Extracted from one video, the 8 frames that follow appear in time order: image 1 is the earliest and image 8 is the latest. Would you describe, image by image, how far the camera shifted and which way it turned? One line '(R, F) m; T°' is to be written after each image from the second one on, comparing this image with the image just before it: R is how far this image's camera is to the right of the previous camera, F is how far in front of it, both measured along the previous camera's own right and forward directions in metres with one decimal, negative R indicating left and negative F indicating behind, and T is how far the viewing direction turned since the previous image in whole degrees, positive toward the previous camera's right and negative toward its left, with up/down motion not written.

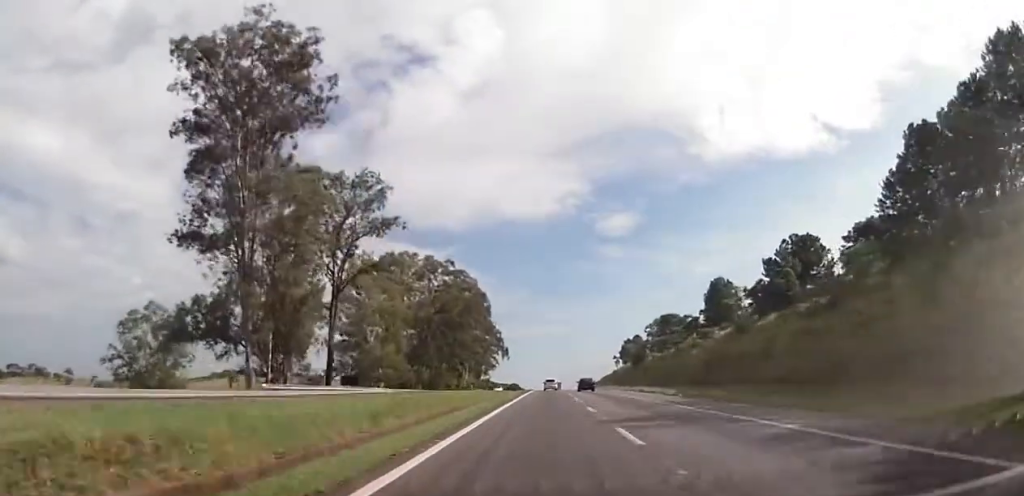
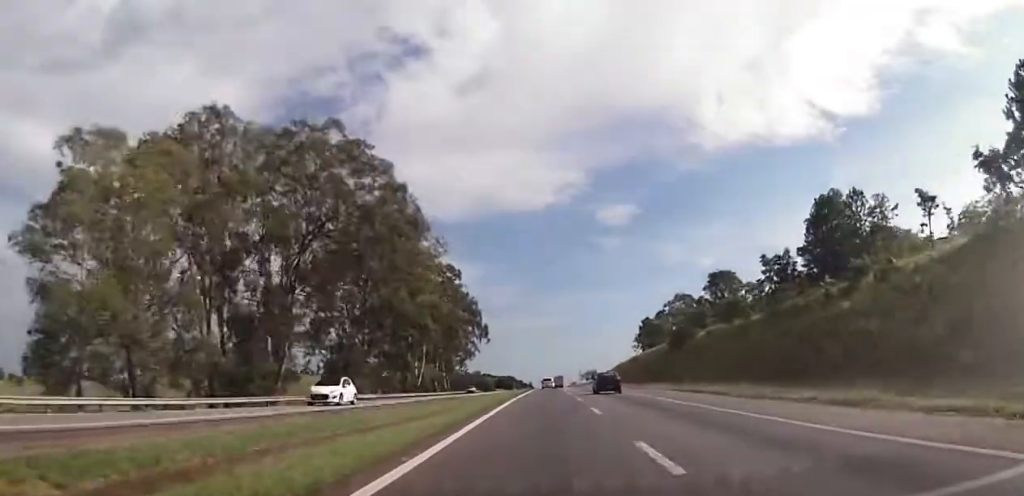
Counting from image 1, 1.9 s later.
(-0.1, +63.7) m; 0°
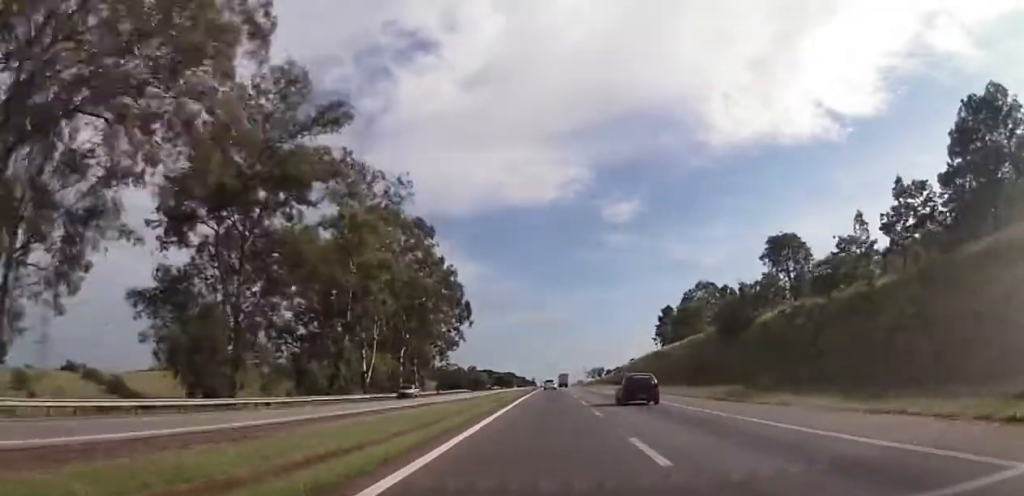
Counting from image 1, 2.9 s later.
(+0.5, +36.2) m; -1°
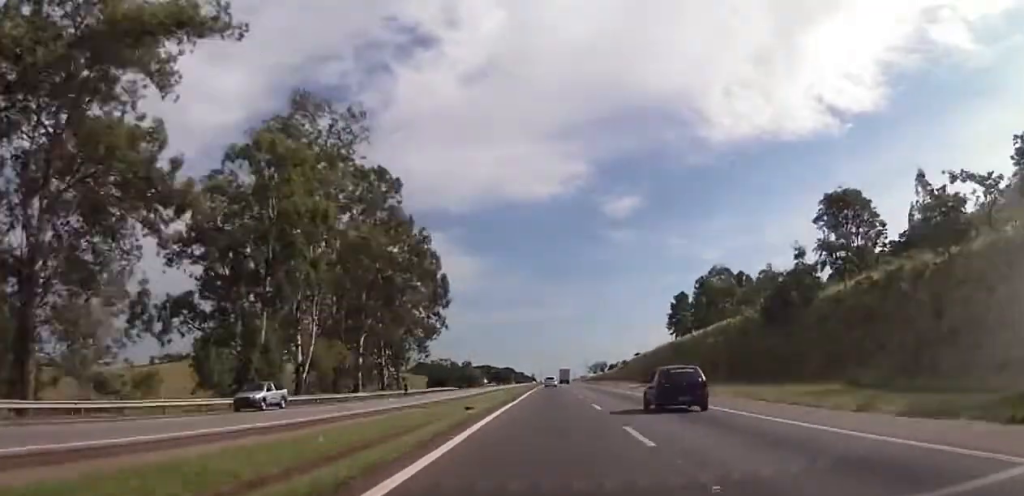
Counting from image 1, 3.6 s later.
(-0.7, +22.6) m; -1°
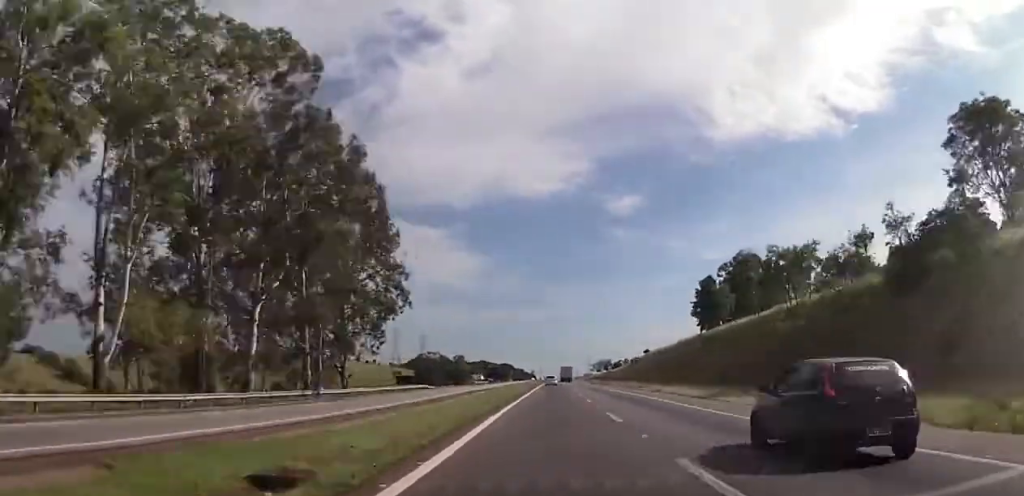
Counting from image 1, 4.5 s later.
(-0.3, +30.6) m; 0°
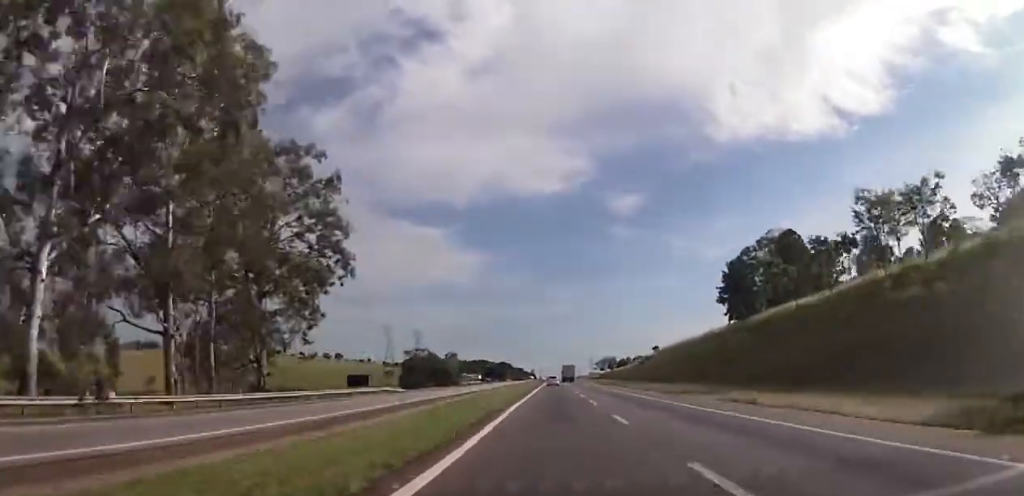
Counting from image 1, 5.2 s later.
(+0.4, +24.9) m; +1°
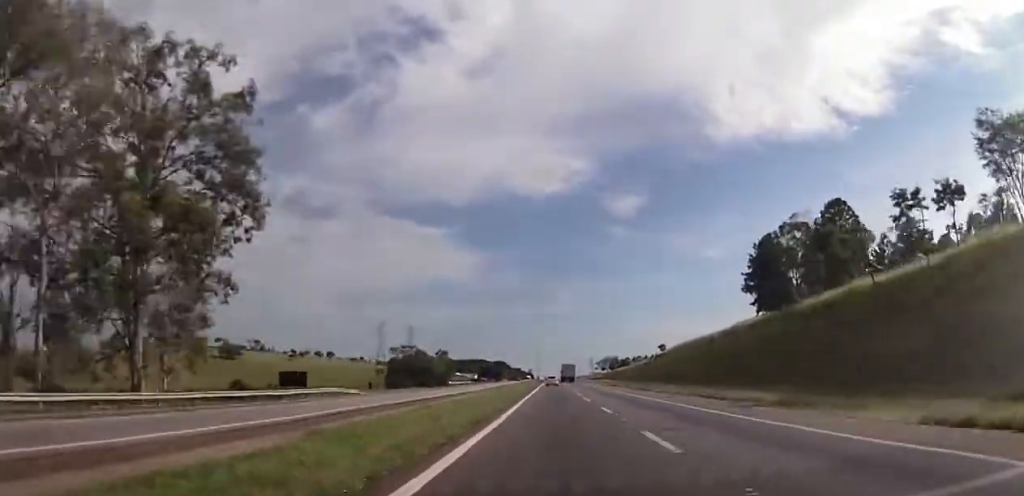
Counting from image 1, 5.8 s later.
(+0.1, +19.2) m; 0°
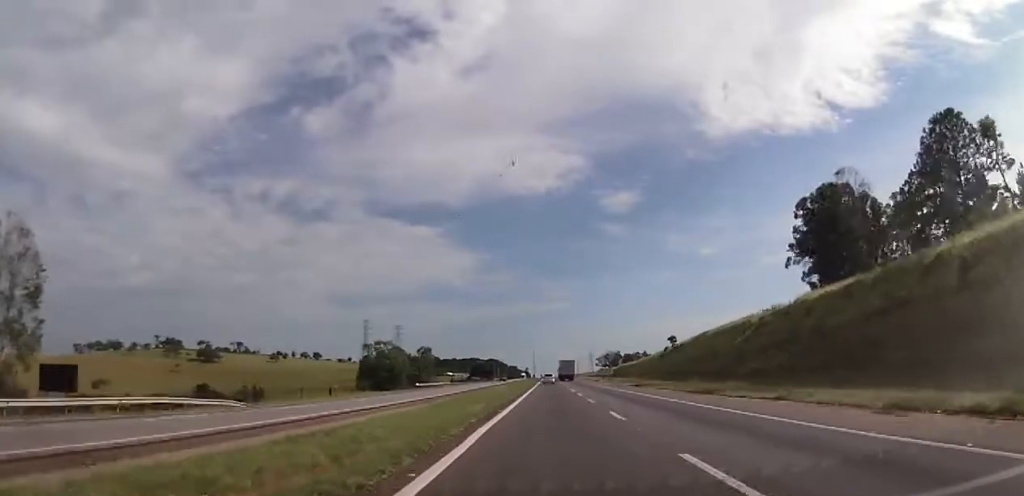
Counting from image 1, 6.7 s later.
(-0.1, +29.5) m; 0°
